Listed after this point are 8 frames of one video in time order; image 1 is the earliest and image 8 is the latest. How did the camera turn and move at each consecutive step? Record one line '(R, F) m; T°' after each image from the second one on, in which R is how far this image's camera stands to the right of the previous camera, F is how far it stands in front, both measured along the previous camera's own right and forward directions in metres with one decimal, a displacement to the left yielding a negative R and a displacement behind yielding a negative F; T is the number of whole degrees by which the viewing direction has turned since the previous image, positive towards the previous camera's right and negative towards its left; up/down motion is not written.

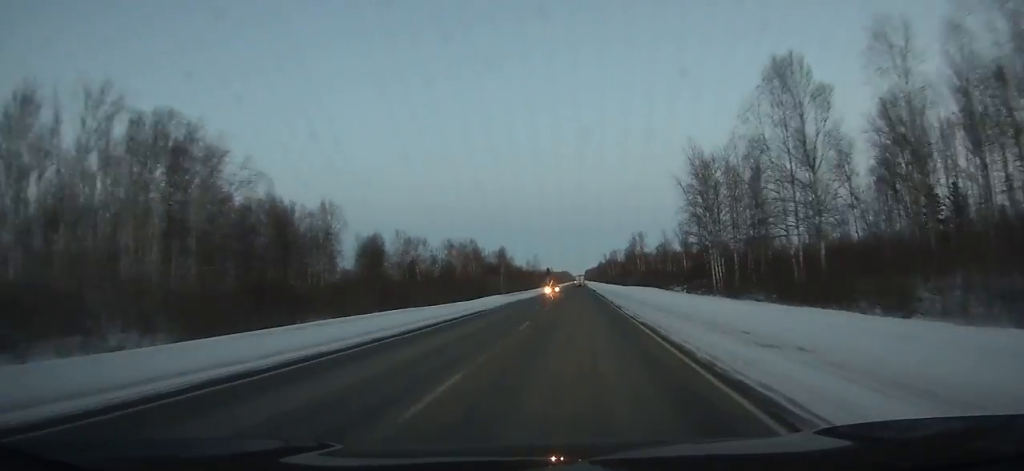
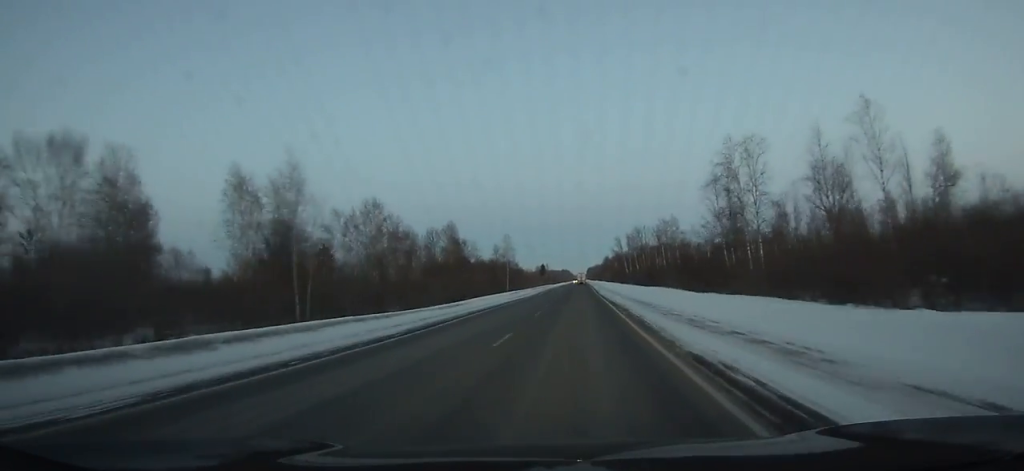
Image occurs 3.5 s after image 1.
(+0.1, +90.7) m; 0°
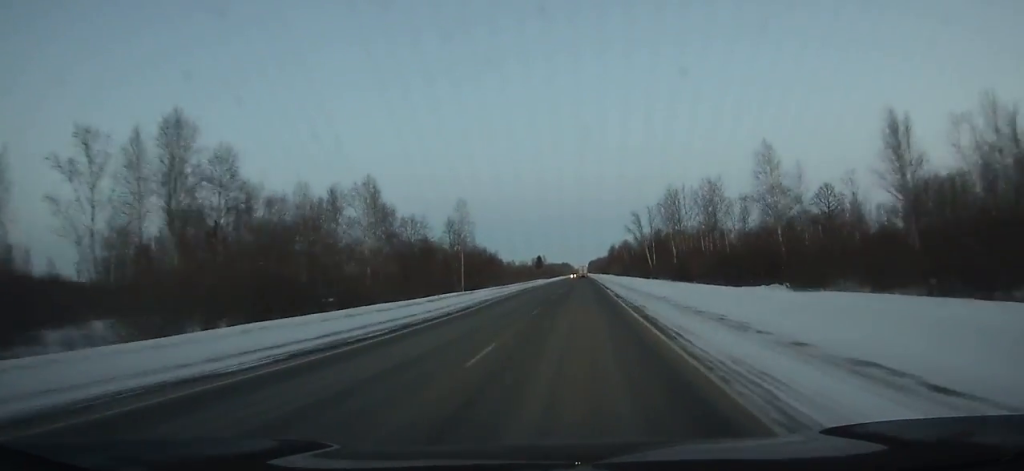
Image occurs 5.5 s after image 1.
(-0.1, +52.0) m; 0°
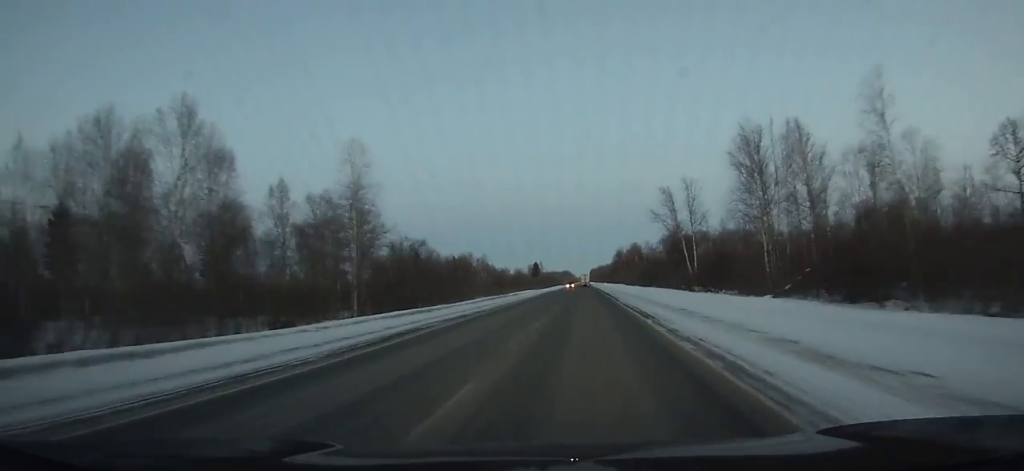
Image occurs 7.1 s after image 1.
(0.0, +41.6) m; 0°
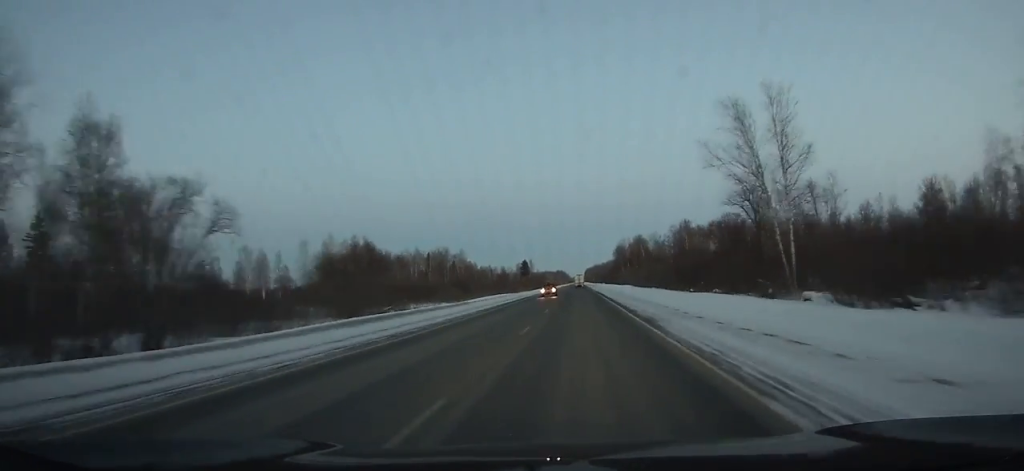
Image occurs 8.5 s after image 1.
(0.0, +36.5) m; 0°
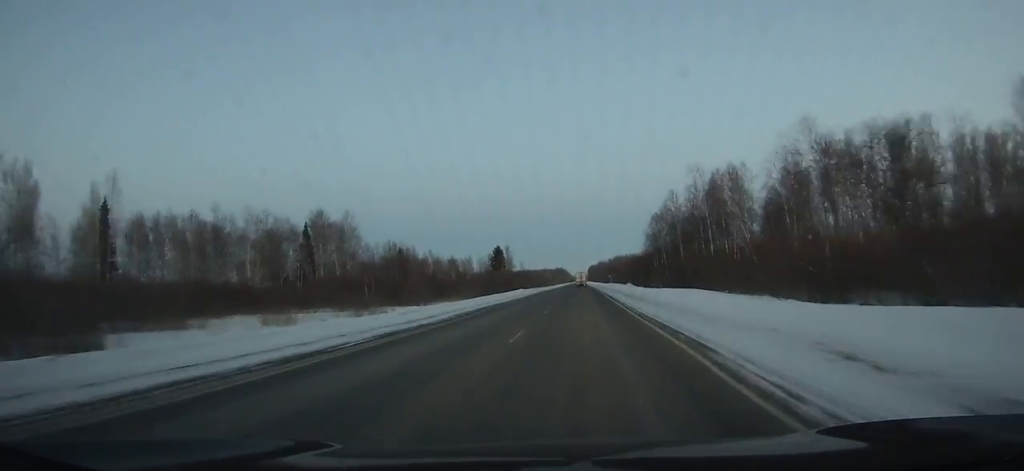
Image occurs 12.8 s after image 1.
(0.0, +112.3) m; 0°
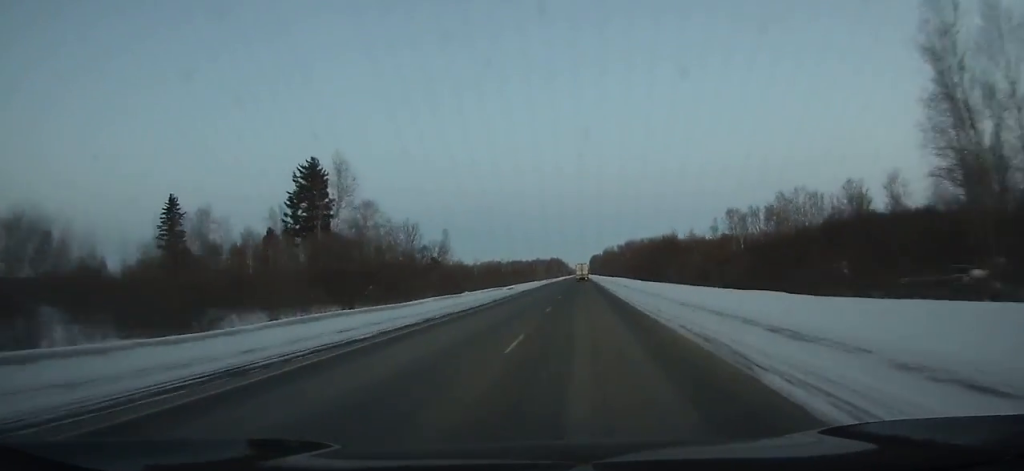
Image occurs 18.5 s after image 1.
(+0.4, +147.5) m; 0°
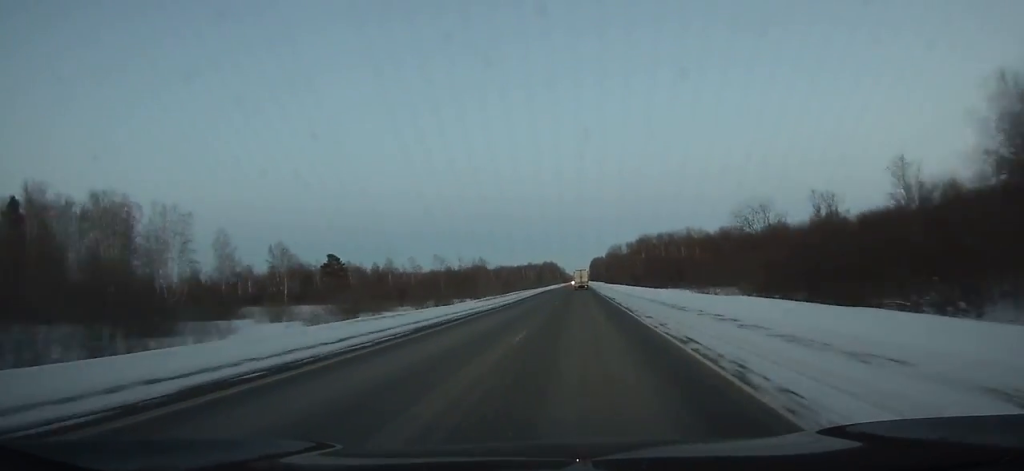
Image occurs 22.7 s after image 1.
(-0.5, +106.7) m; 0°
